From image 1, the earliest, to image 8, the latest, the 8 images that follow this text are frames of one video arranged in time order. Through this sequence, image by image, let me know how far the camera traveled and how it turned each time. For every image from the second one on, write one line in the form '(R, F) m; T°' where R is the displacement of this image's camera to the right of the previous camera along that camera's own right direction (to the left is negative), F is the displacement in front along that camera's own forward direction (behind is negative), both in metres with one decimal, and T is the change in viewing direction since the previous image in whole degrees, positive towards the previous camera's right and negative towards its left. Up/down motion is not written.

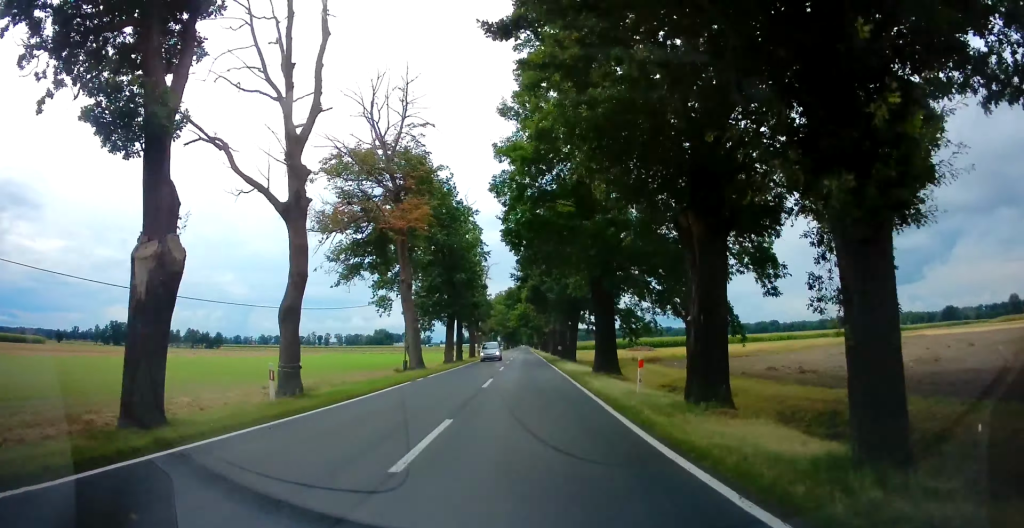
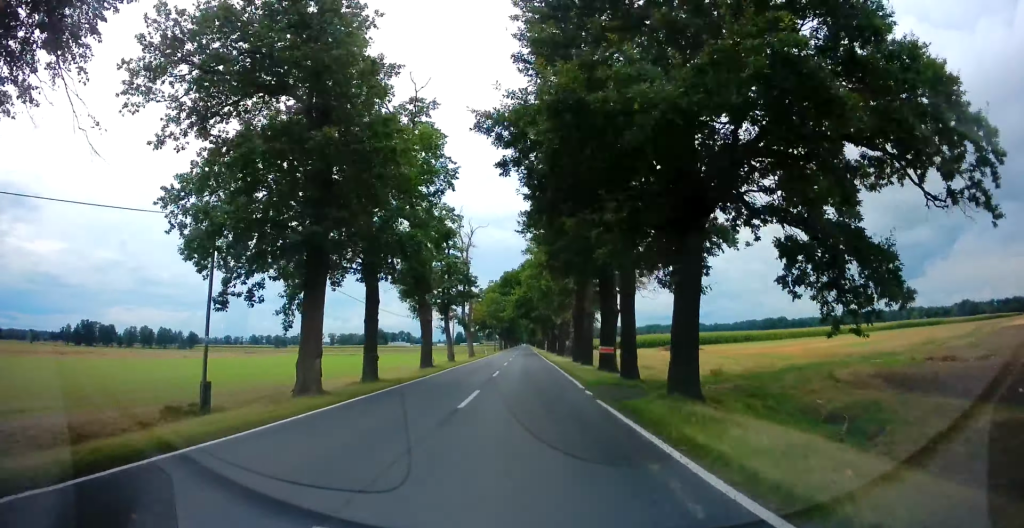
(+0.1, +29.9) m; +1°
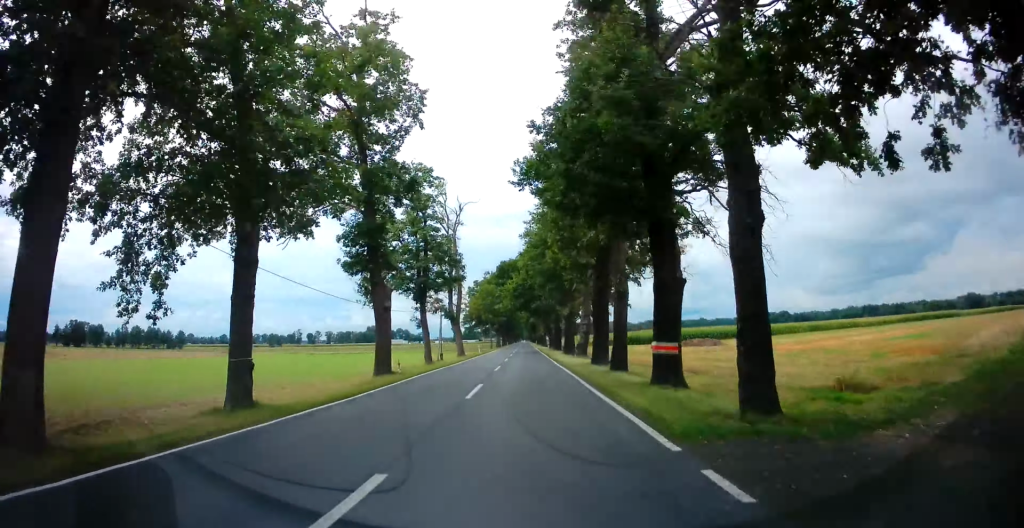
(+0.2, +10.6) m; 0°
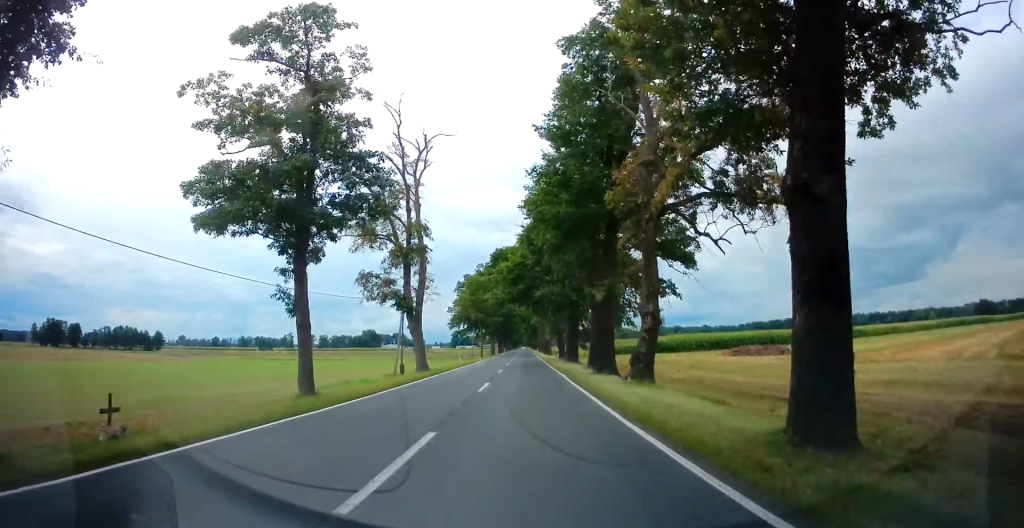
(-0.2, +20.4) m; -1°
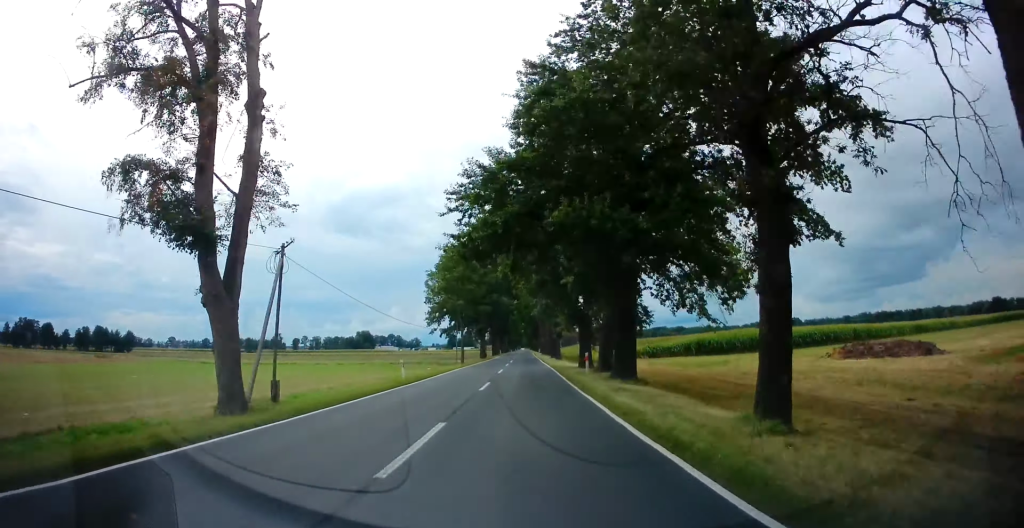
(-0.2, +22.9) m; 0°
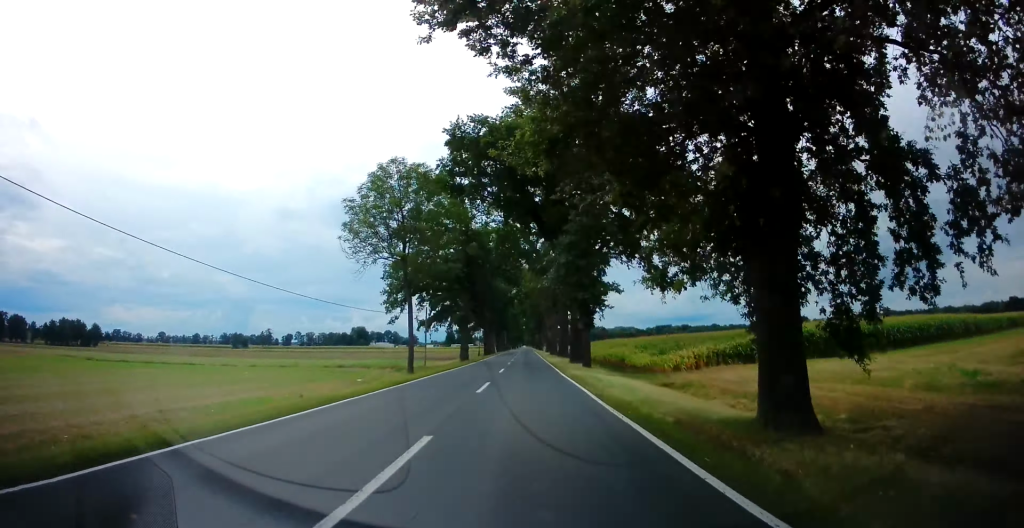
(+0.3, +25.6) m; 0°
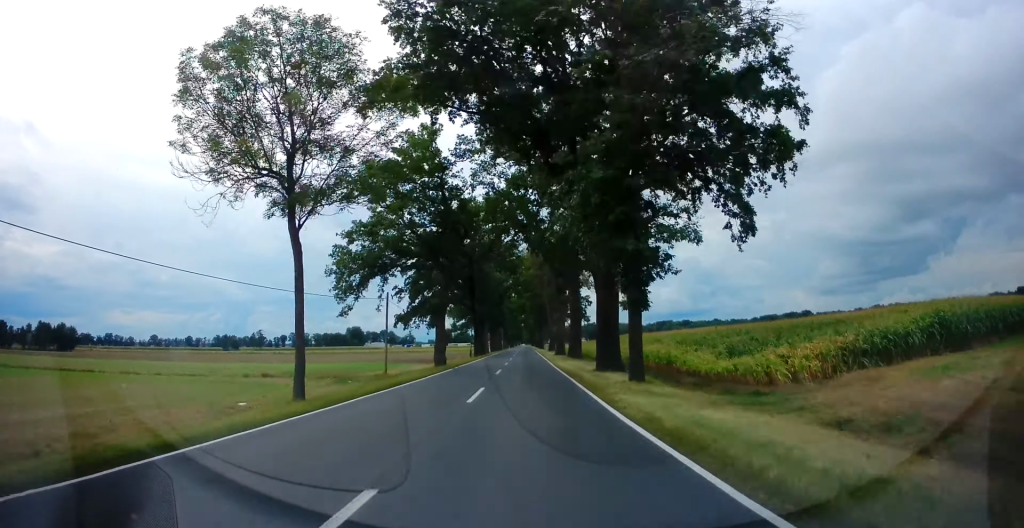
(+0.2, +15.0) m; 0°
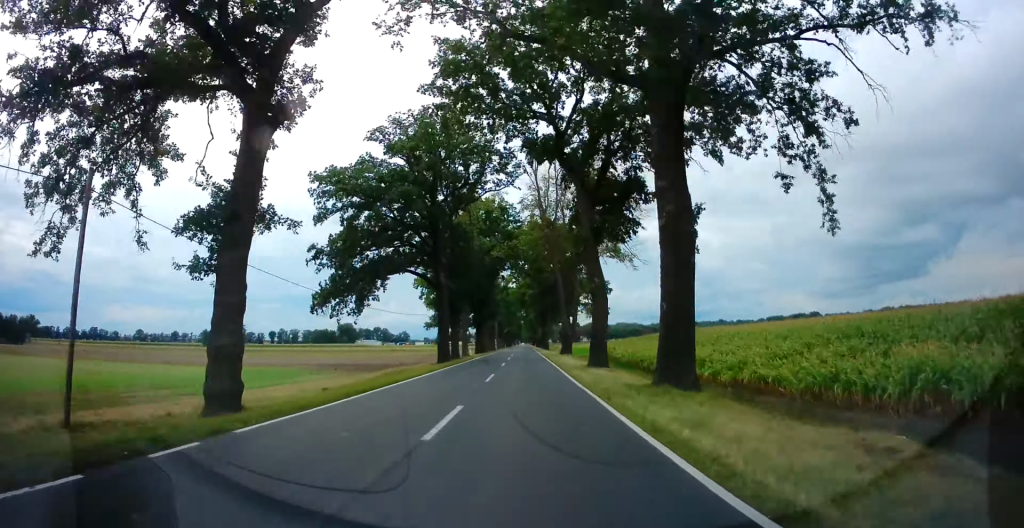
(-0.3, +29.1) m; 0°
